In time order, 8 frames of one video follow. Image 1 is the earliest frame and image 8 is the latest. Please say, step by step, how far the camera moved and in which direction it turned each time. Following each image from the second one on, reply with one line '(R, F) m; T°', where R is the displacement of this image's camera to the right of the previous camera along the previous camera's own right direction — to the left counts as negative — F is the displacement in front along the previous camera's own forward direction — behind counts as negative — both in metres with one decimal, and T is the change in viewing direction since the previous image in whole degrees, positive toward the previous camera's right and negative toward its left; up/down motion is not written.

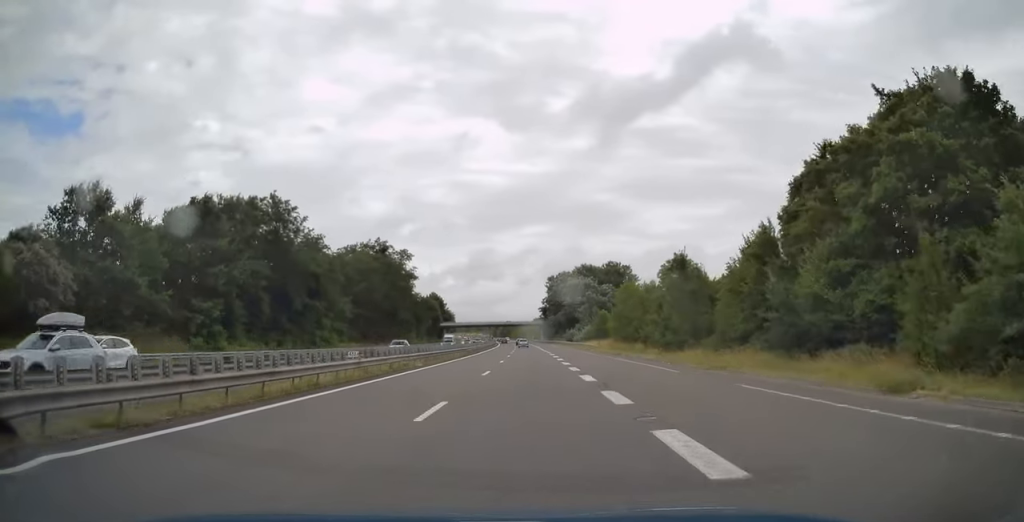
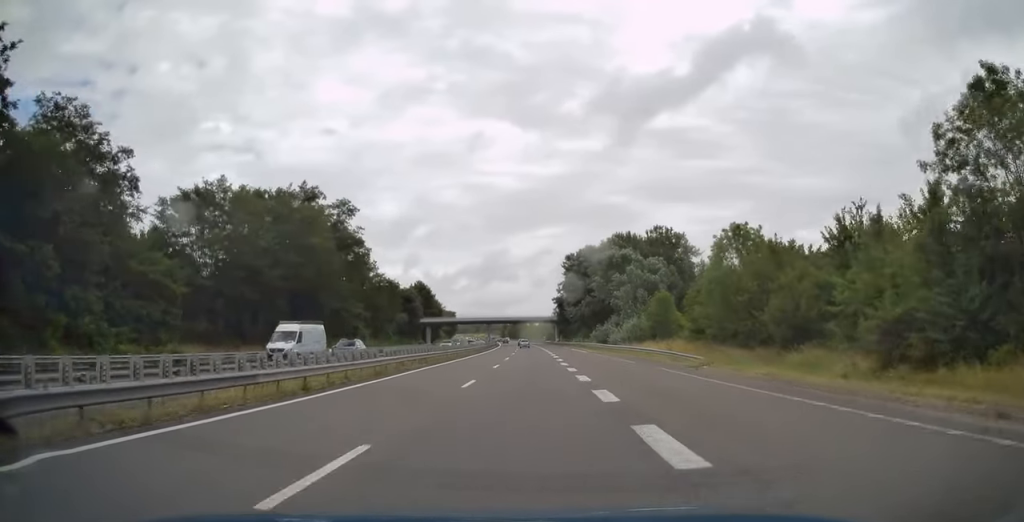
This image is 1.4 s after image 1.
(-0.2, +45.3) m; -1°
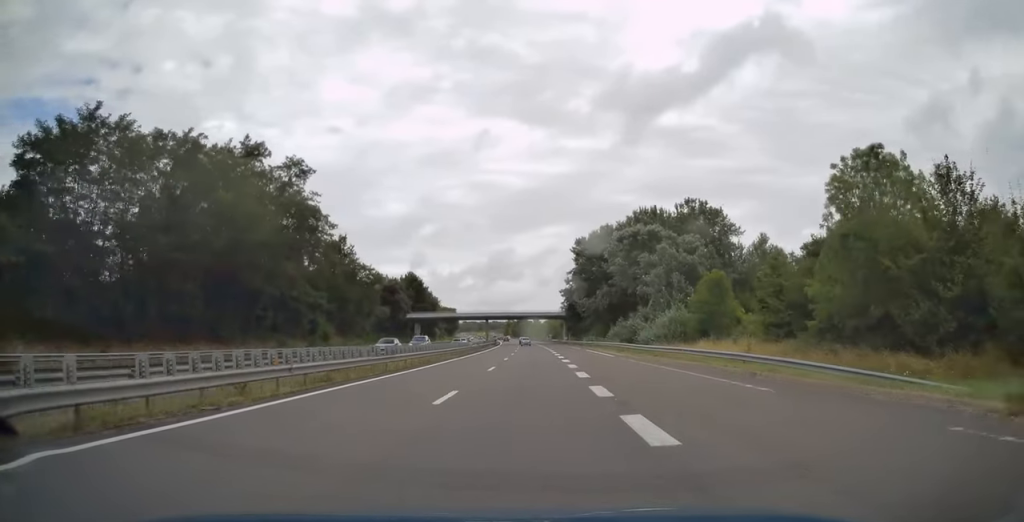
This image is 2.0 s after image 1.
(-0.1, +18.3) m; -1°
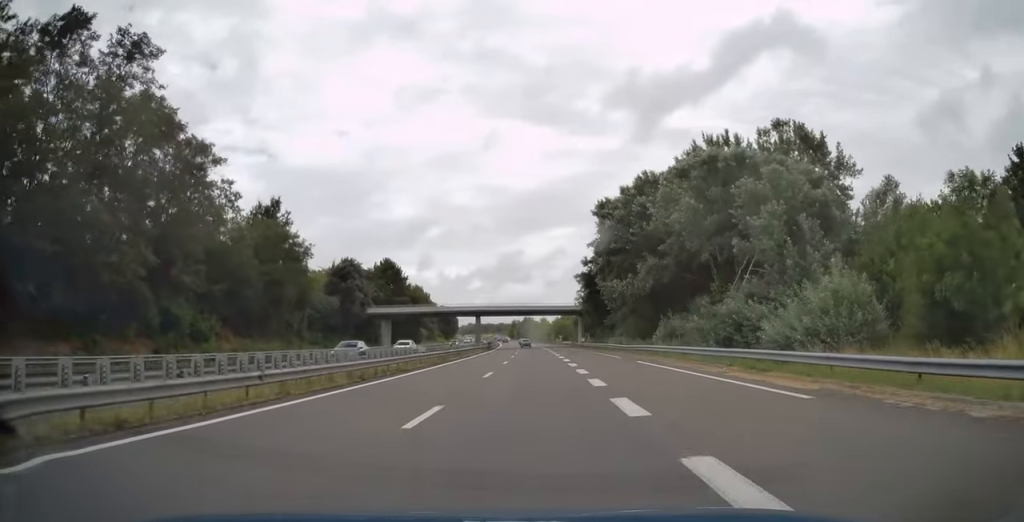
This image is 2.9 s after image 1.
(-0.3, +30.1) m; -1°
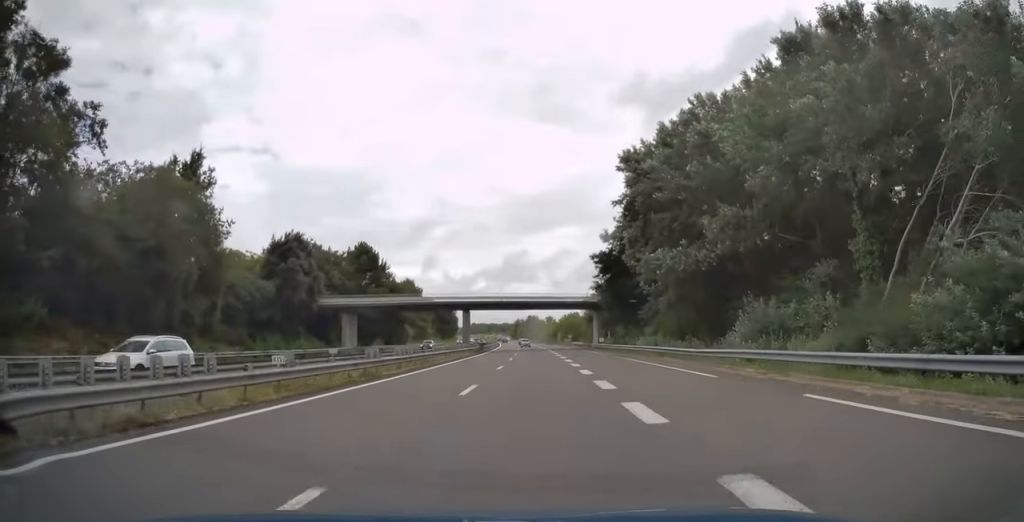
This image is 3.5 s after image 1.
(-0.1, +20.4) m; -1°
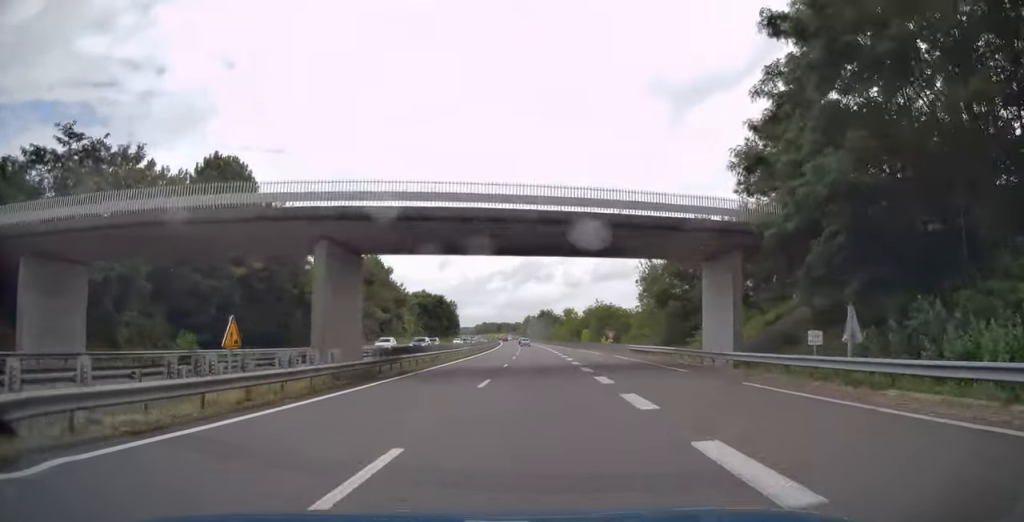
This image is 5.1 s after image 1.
(-0.8, +50.6) m; -1°
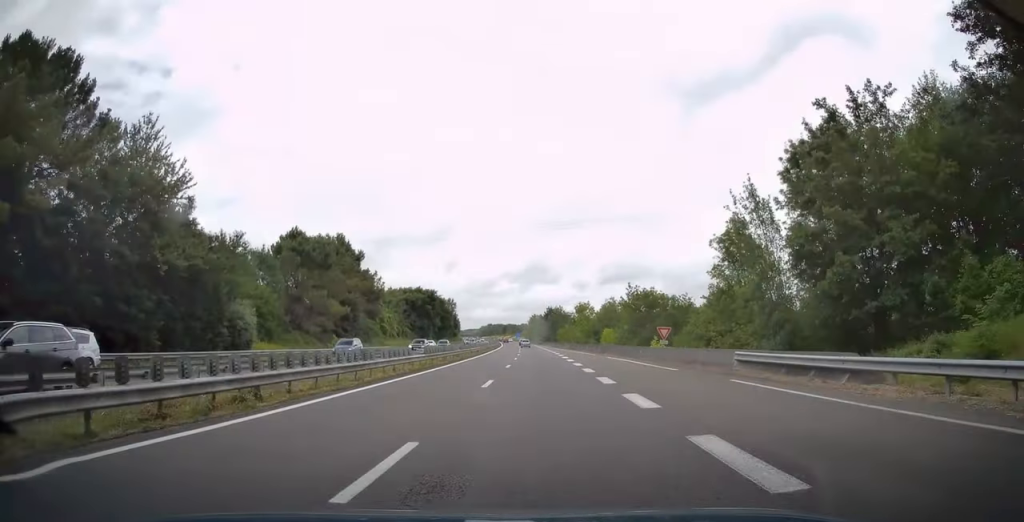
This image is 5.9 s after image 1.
(-0.2, +25.8) m; 0°
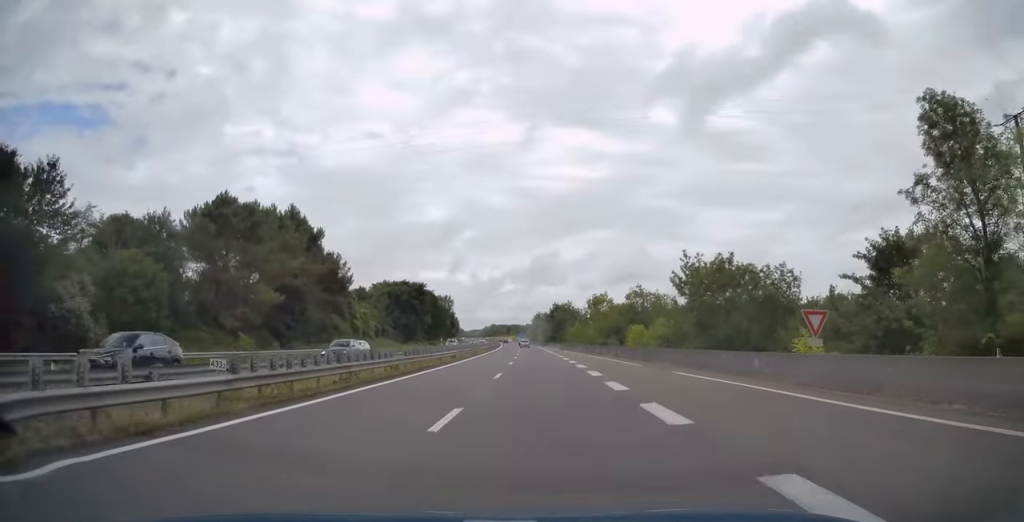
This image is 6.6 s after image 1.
(0.0, +21.9) m; 0°
